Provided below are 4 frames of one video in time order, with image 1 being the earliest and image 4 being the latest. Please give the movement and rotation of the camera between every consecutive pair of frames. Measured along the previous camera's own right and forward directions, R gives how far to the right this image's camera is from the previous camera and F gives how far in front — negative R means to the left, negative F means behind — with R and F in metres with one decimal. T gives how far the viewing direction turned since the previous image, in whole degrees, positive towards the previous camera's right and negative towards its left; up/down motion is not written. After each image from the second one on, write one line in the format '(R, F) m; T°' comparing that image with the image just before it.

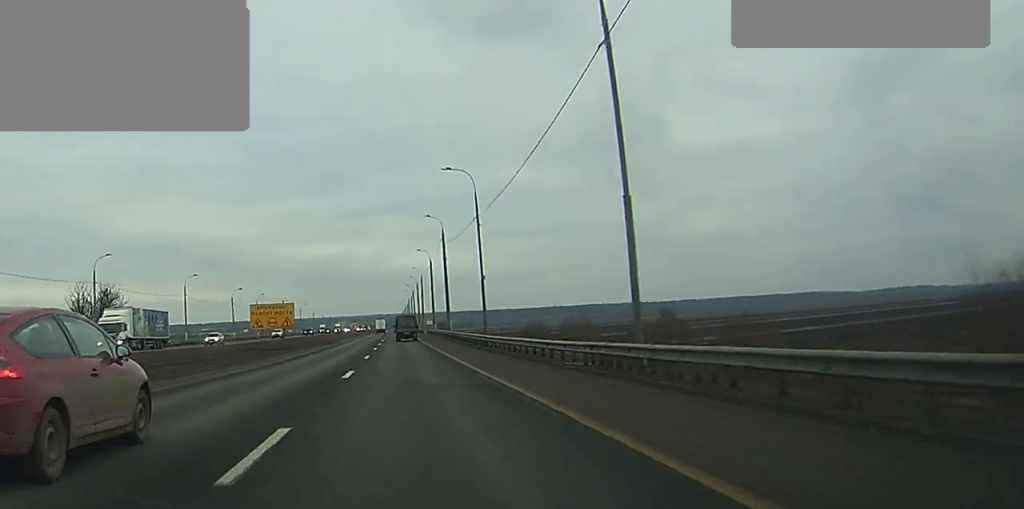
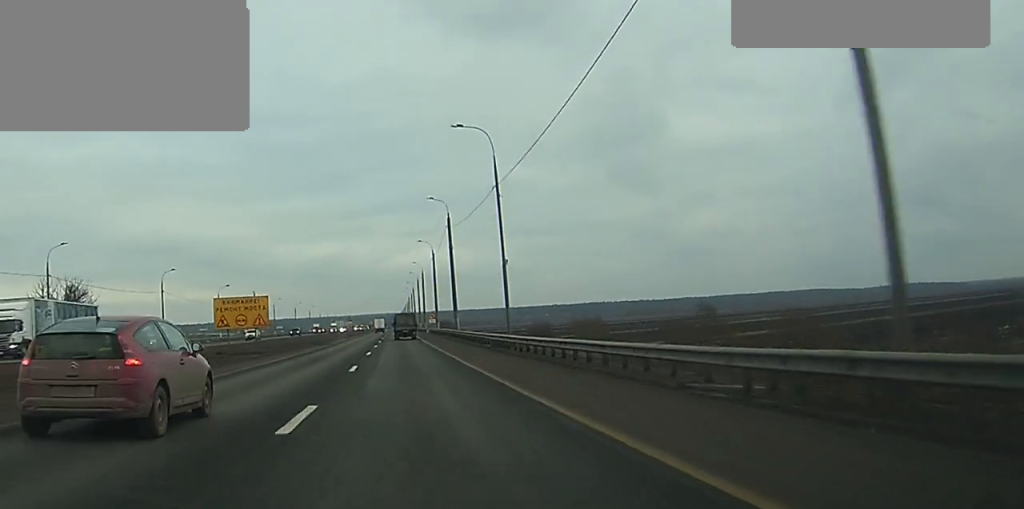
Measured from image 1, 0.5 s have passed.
(0.0, +12.7) m; 0°
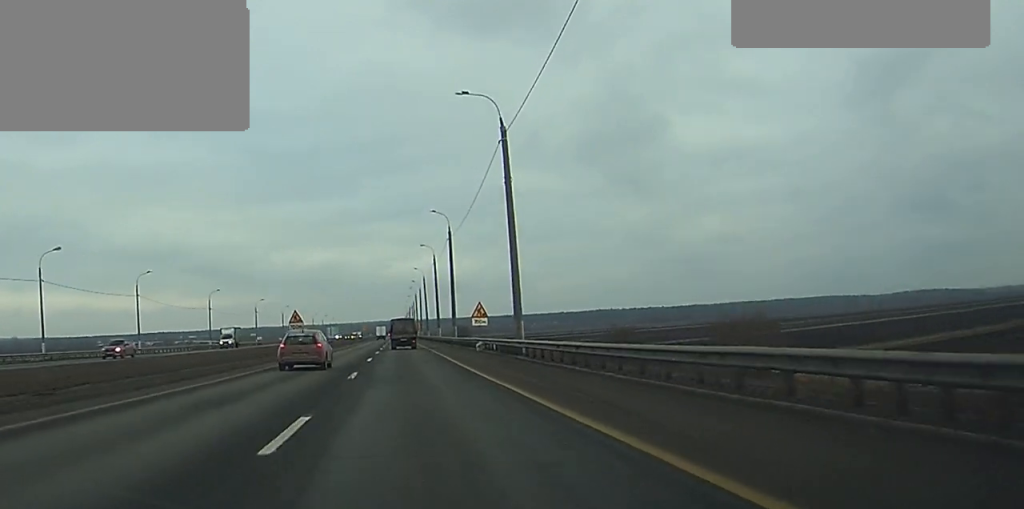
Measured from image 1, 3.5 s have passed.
(+0.3, +81.5) m; 0°
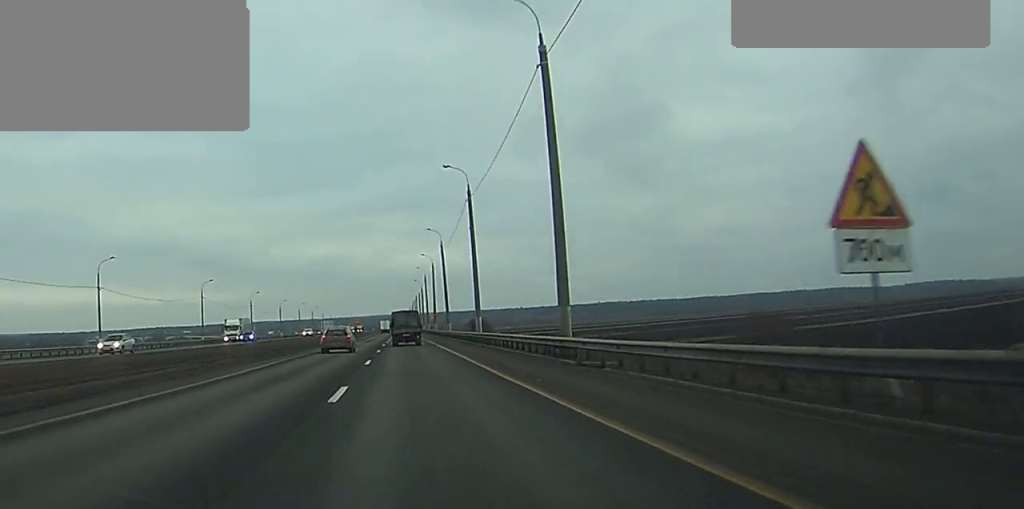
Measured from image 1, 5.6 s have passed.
(-0.2, +57.3) m; -1°
